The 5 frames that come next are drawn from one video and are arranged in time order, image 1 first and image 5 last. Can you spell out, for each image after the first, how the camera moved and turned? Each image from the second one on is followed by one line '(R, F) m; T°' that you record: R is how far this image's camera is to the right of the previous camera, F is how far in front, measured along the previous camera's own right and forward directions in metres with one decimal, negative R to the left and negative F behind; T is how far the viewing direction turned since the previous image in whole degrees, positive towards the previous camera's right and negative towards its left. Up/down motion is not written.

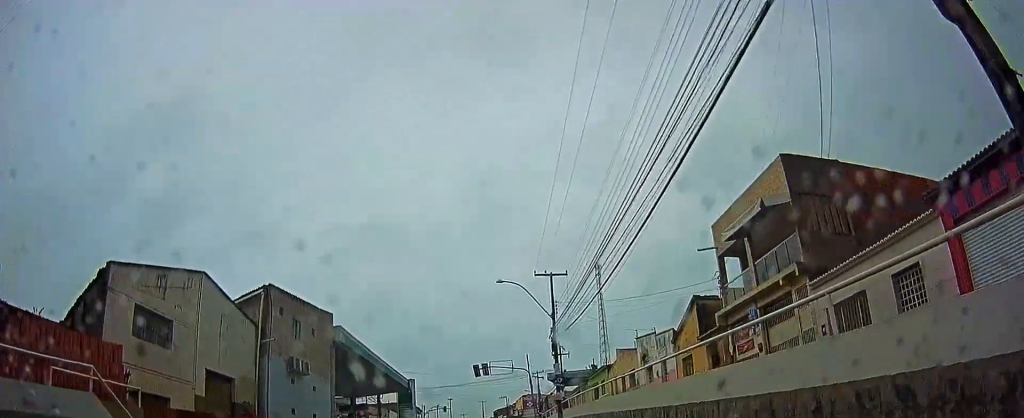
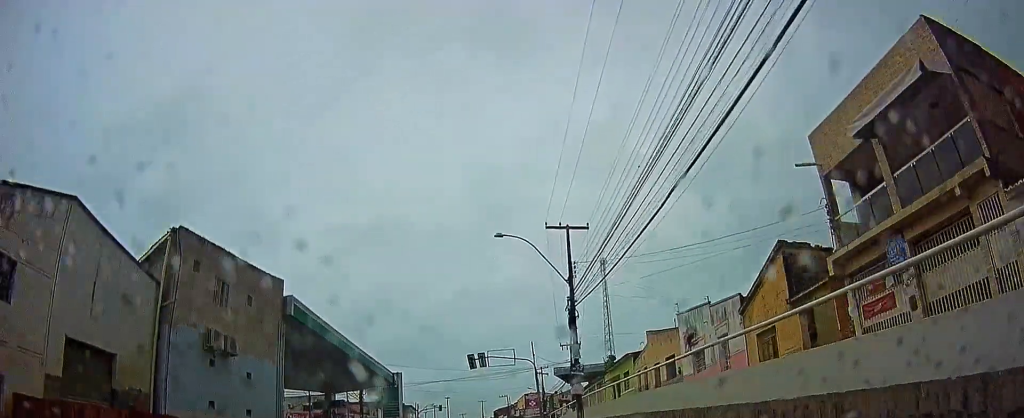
(-0.5, +9.3) m; -1°
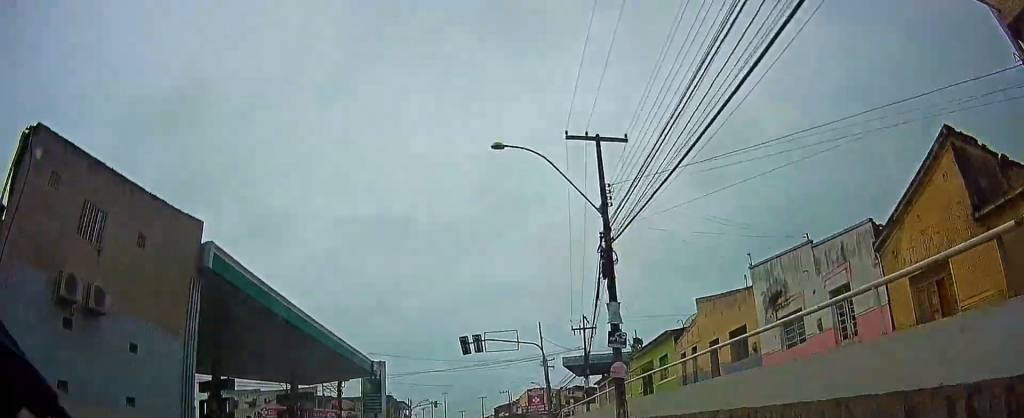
(-0.3, +9.2) m; -1°
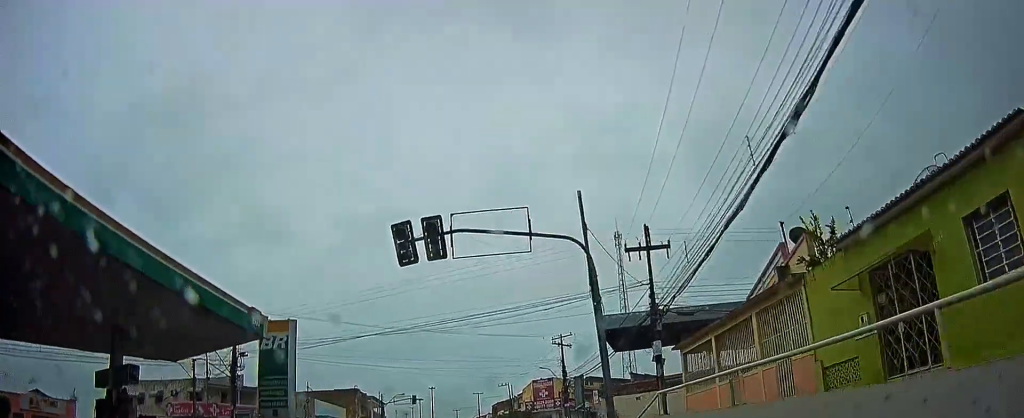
(+0.7, +22.8) m; +1°
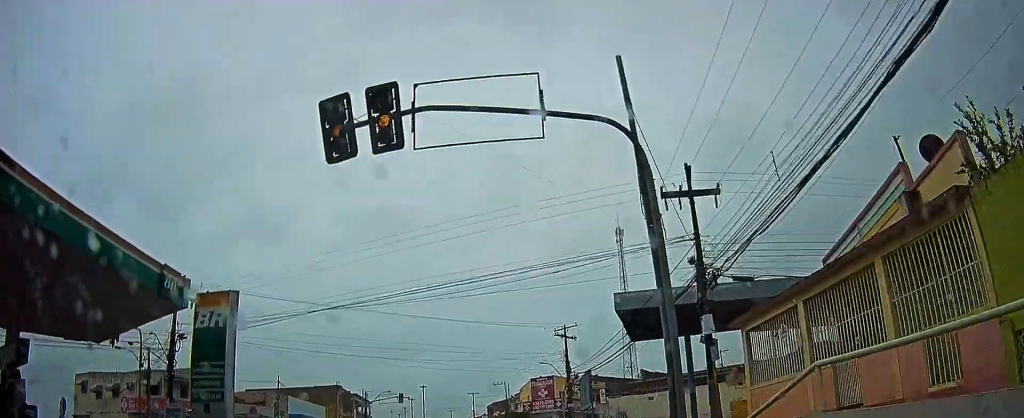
(0.0, +7.0) m; 0°
